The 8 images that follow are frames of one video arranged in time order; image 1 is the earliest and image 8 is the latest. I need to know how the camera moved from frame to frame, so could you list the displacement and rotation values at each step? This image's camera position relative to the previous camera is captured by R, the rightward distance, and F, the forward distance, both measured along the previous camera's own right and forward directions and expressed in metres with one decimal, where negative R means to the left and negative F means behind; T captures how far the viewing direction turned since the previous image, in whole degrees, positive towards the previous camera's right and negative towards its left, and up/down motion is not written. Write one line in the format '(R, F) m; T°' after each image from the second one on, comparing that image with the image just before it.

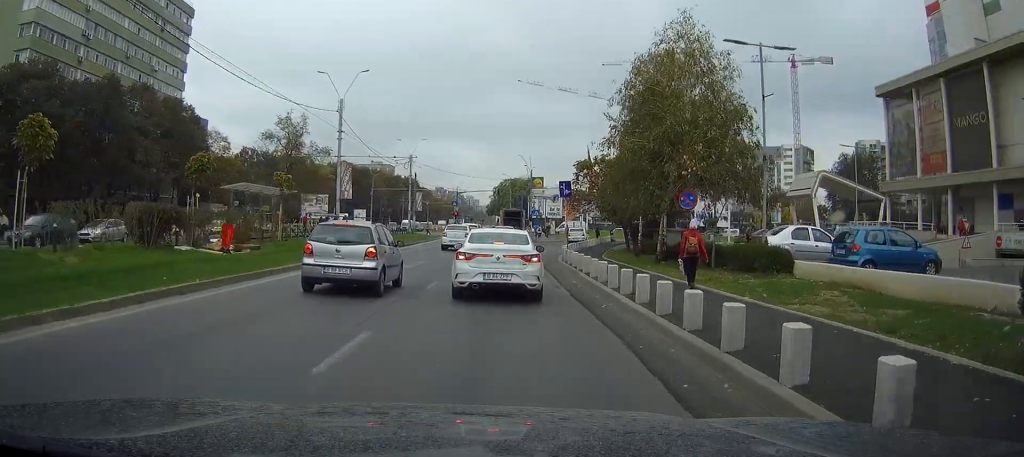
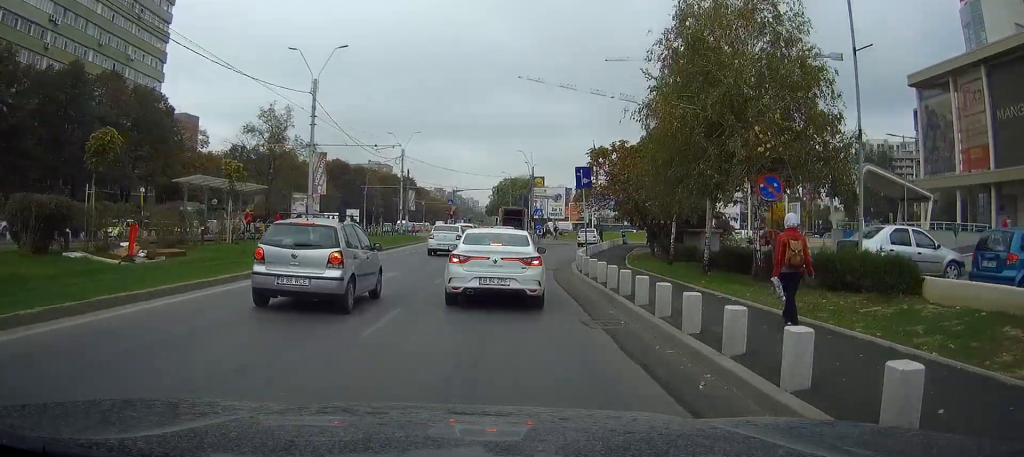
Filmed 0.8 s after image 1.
(+0.1, +7.4) m; 0°
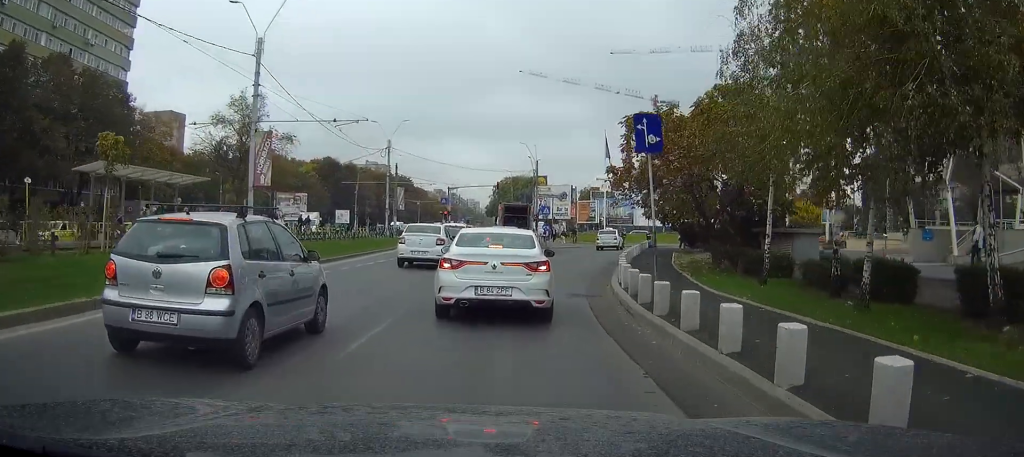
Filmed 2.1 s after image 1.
(0.0, +11.0) m; +1°
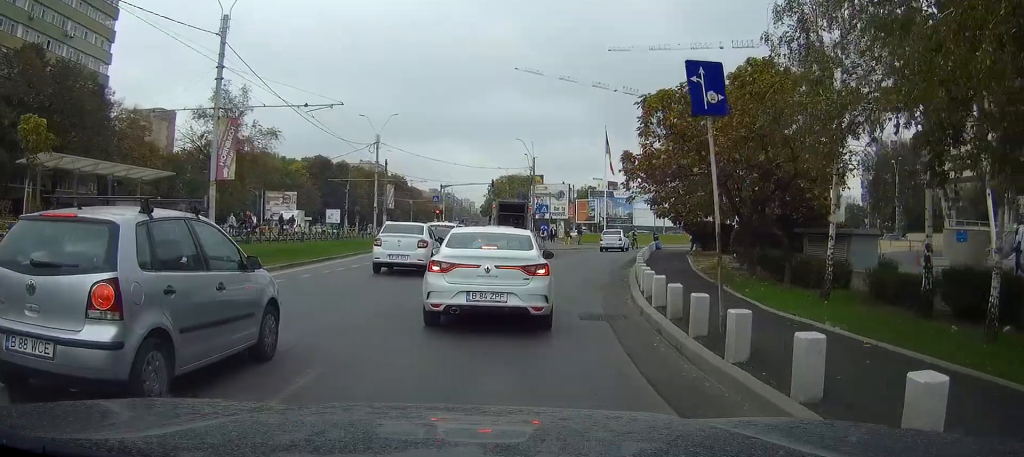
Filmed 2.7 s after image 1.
(+0.1, +4.2) m; 0°
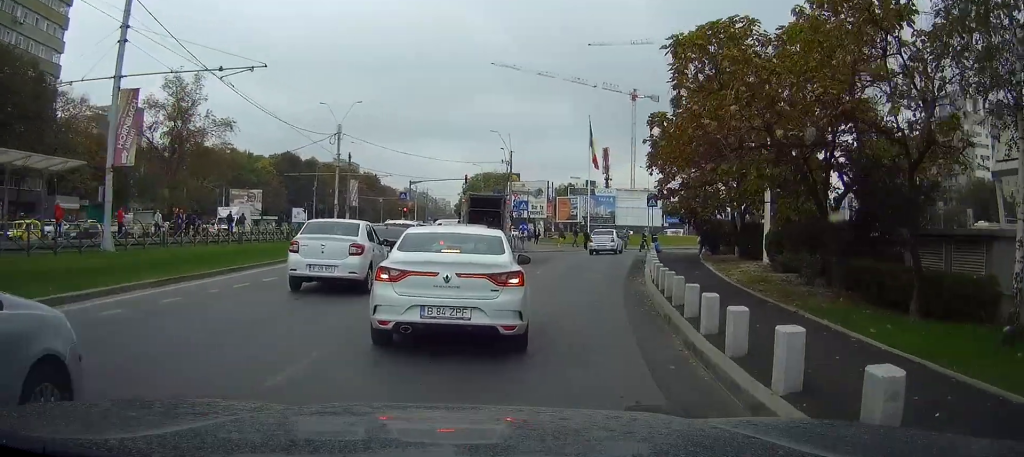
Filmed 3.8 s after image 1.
(0.0, +7.2) m; 0°
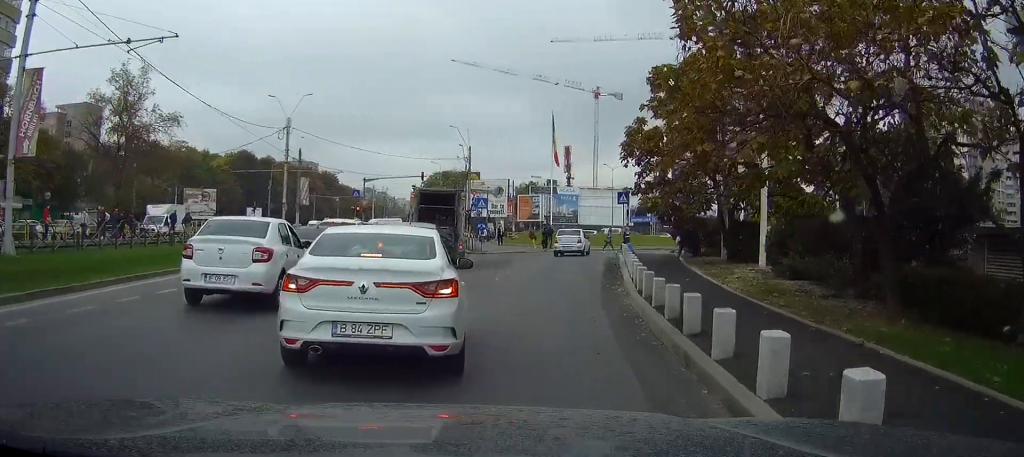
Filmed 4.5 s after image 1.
(0.0, +3.7) m; +1°
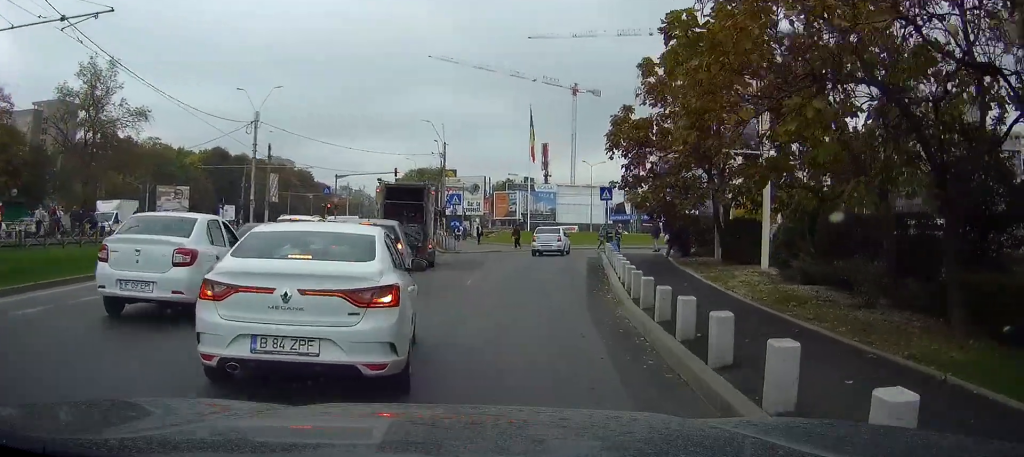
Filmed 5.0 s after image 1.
(0.0, +2.5) m; +1°
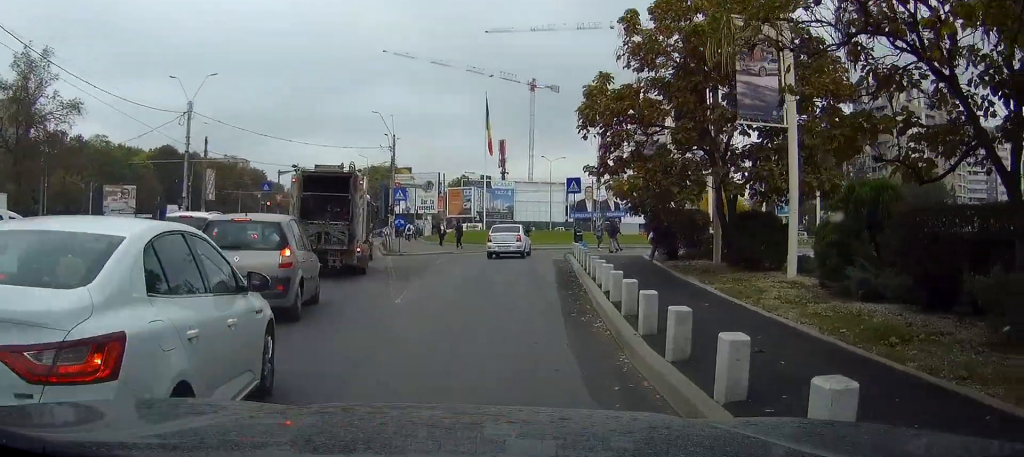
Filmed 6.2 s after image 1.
(+0.1, +4.9) m; 0°
